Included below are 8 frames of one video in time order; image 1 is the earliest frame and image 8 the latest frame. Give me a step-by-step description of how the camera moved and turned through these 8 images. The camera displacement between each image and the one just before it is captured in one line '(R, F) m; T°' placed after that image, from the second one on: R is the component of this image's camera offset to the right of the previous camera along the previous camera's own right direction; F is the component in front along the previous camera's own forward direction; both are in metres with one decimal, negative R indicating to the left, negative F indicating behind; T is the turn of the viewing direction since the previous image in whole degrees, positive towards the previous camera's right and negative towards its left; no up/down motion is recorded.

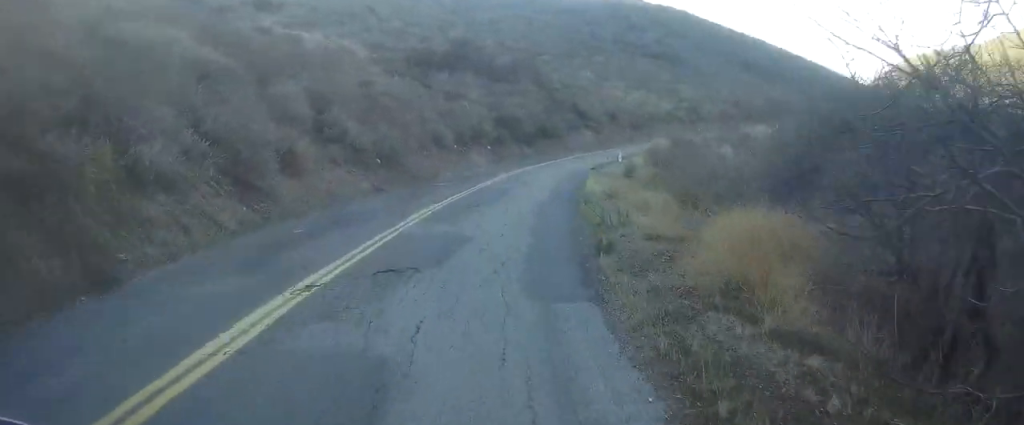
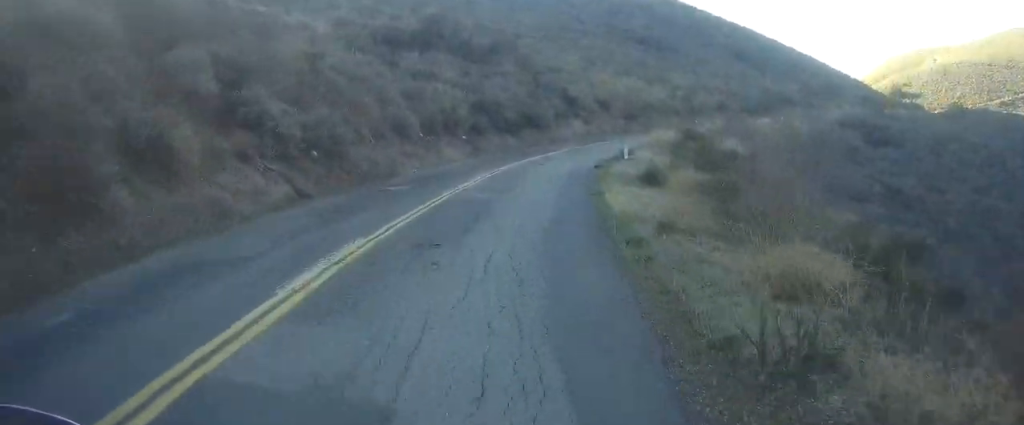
(+0.7, +9.0) m; +4°
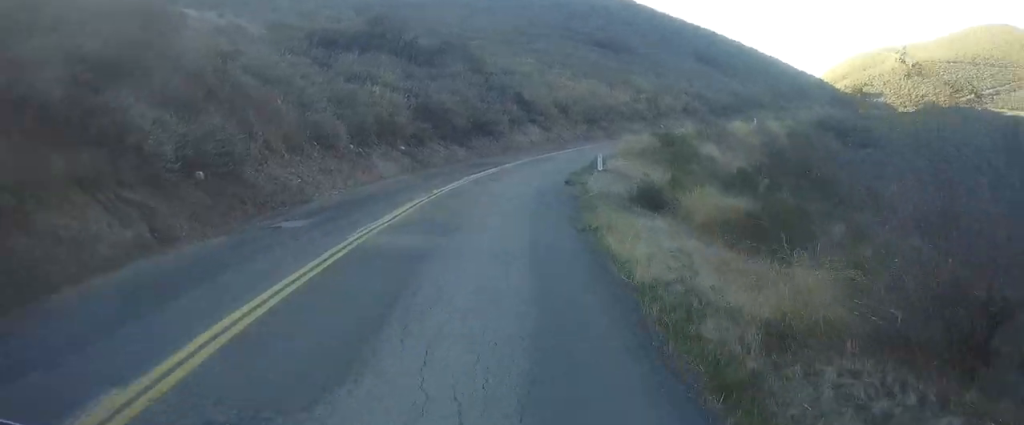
(+0.2, +6.6) m; +3°
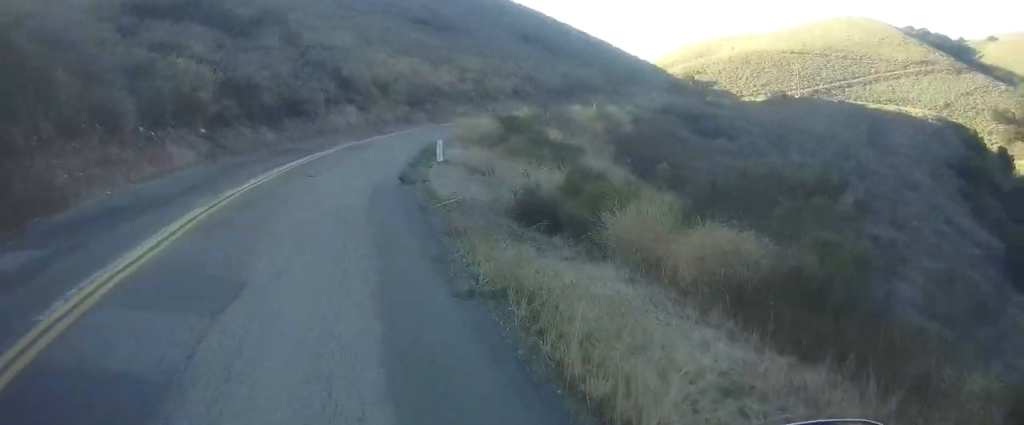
(0.0, +6.2) m; +2°
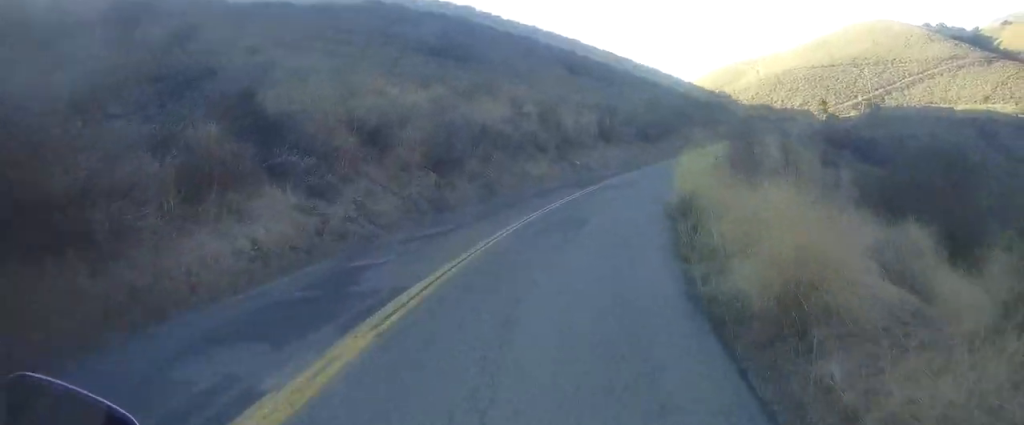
(+2.9, +29.4) m; +11°
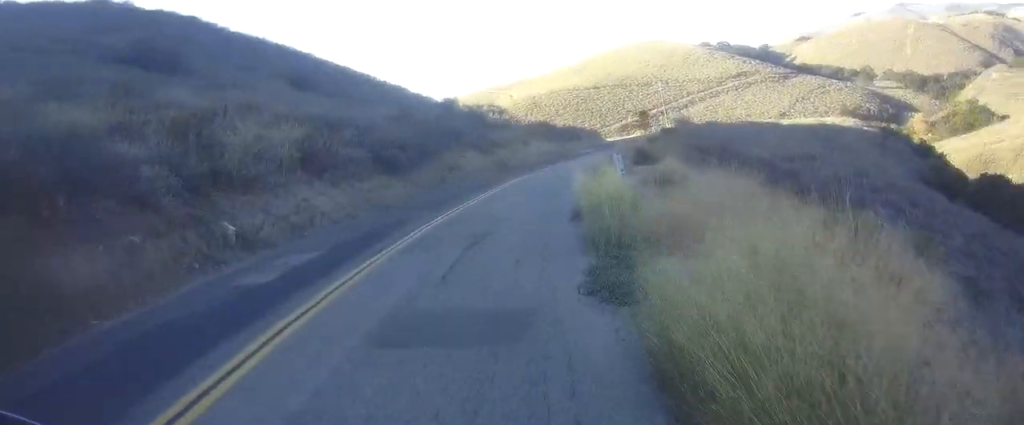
(+2.7, +20.7) m; +17°
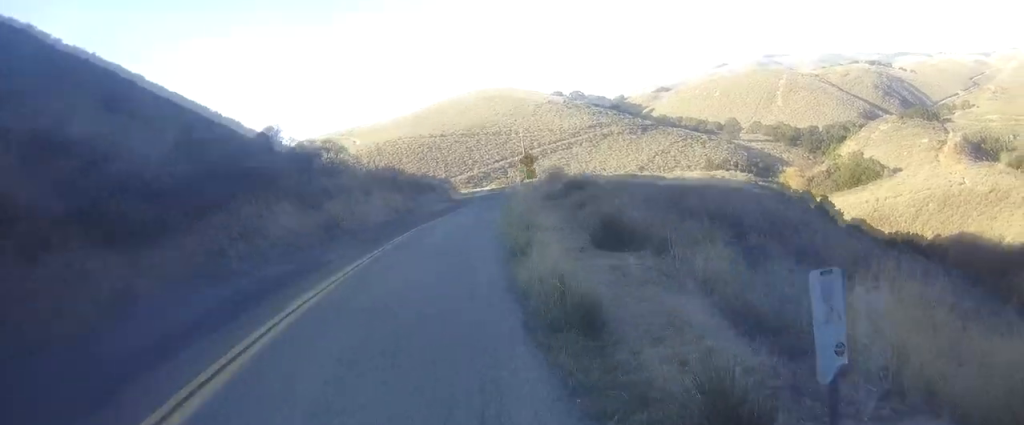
(+1.8, +16.0) m; +9°
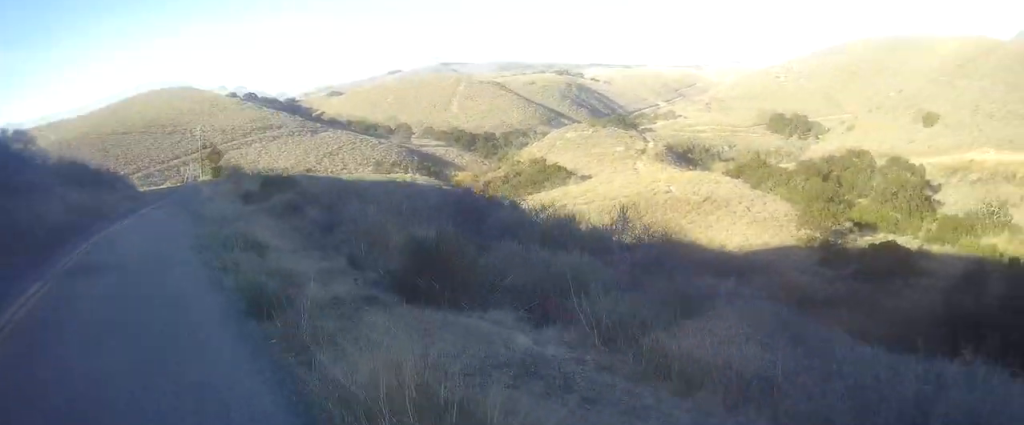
(+0.1, +6.7) m; +2°
